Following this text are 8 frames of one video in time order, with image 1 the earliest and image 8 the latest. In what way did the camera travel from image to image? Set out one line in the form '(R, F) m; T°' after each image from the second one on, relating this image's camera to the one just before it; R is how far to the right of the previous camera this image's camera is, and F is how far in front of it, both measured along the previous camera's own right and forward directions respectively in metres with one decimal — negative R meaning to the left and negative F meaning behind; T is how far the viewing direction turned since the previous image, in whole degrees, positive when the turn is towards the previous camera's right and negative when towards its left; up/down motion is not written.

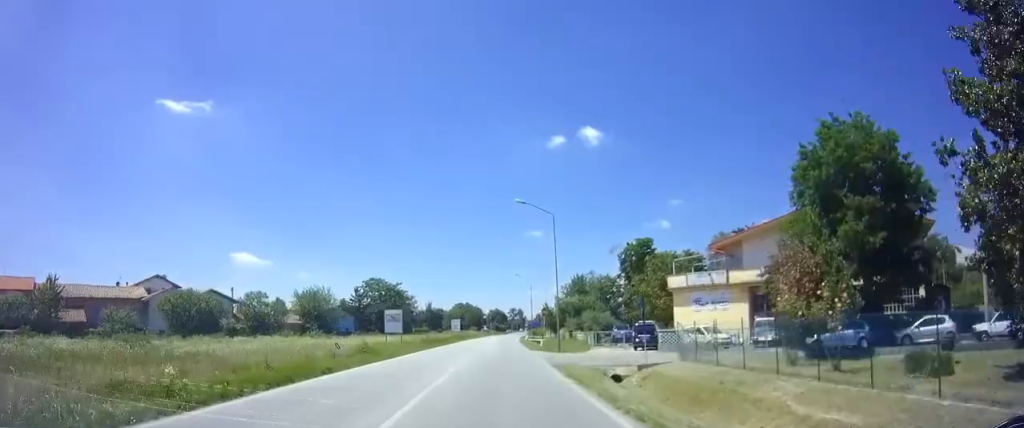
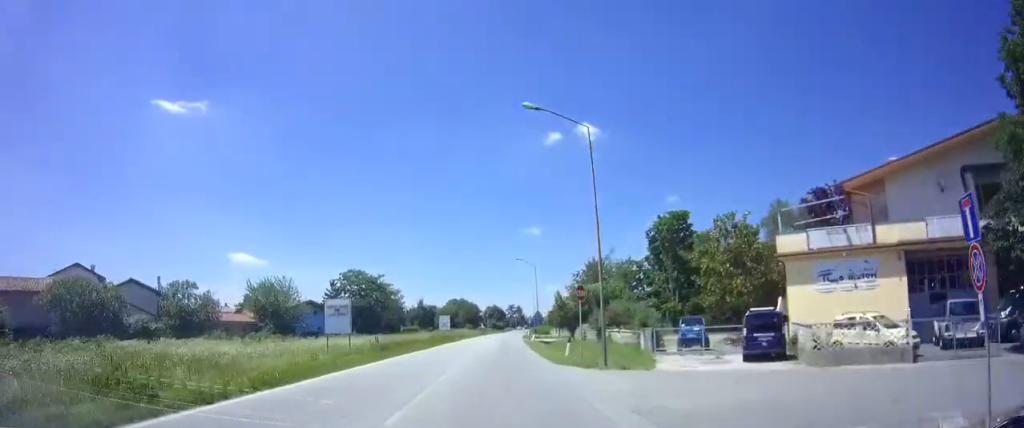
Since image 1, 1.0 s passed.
(+0.1, +16.8) m; 0°
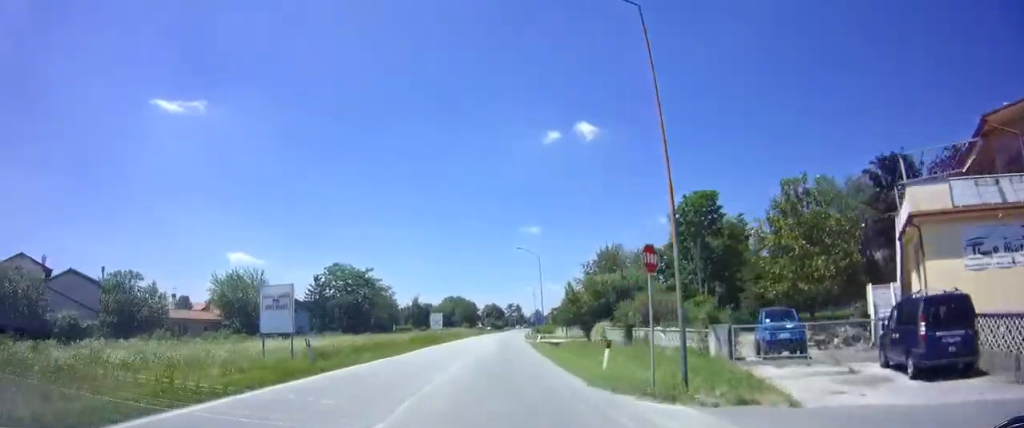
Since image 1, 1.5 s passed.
(0.0, +8.4) m; 0°
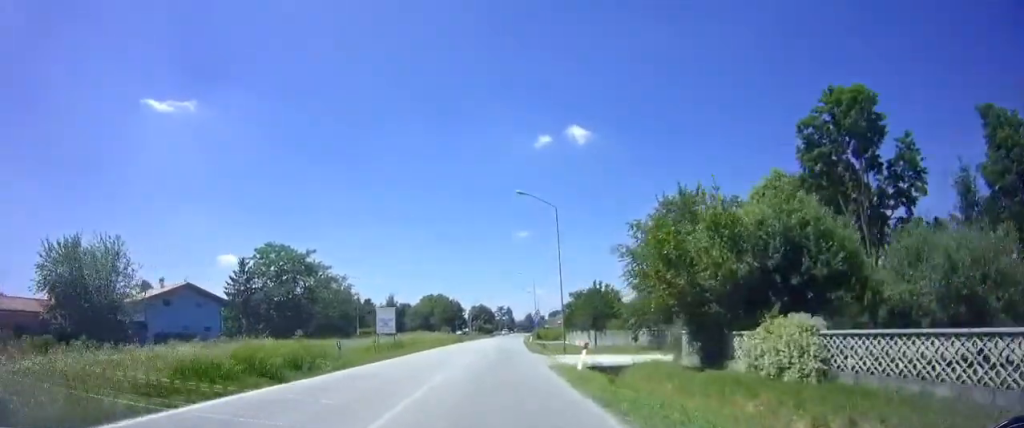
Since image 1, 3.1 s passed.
(0.0, +26.2) m; +1°
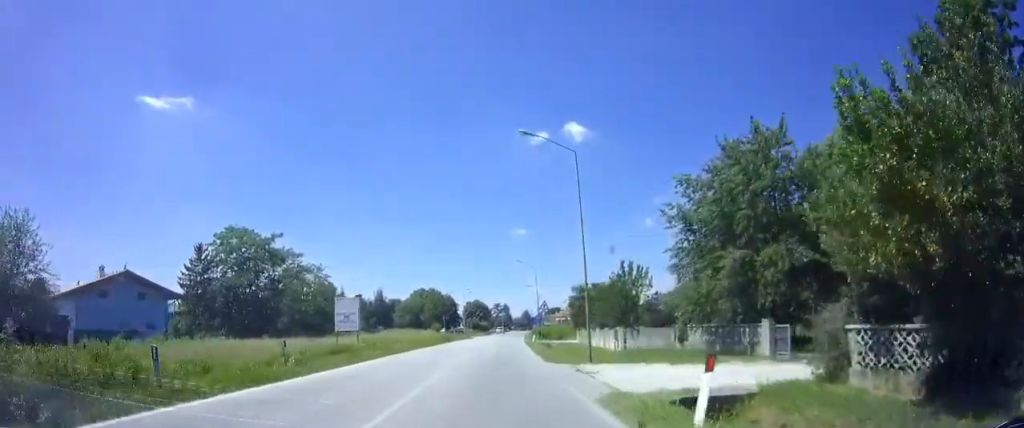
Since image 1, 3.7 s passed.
(+0.1, +10.6) m; +1°
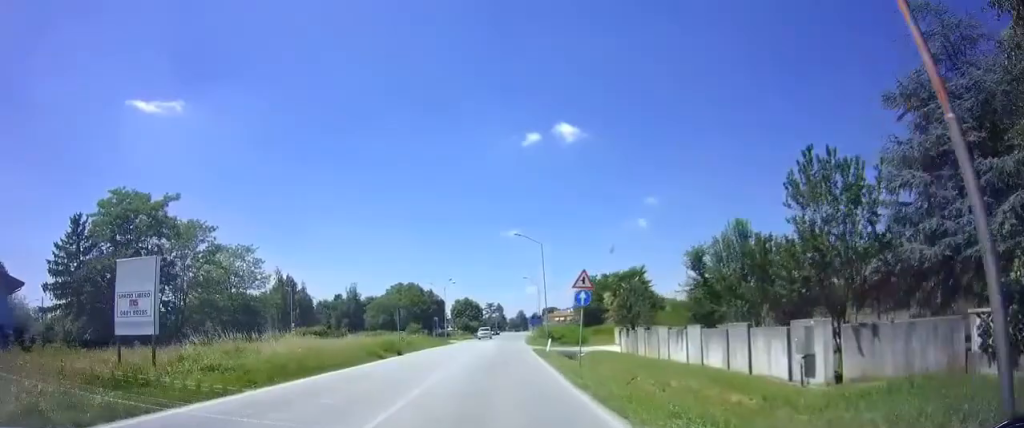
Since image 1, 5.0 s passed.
(+0.1, +21.5) m; 0°
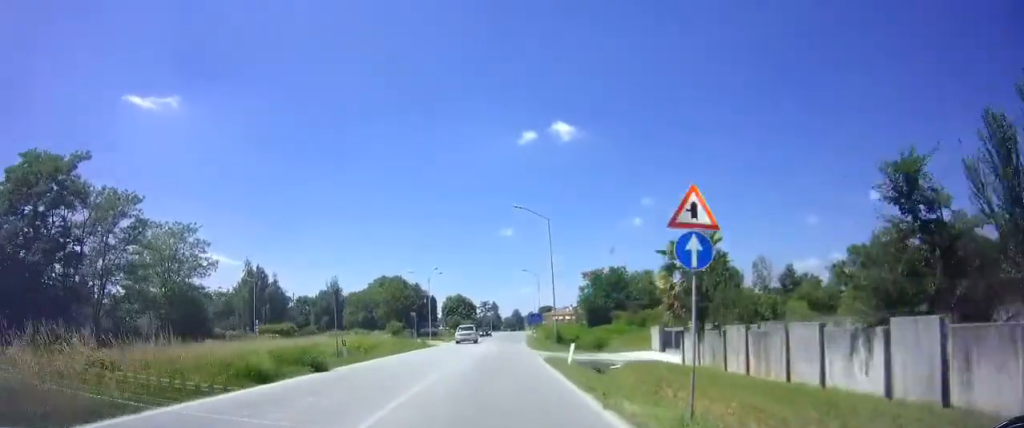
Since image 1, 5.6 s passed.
(-0.1, +10.4) m; +1°
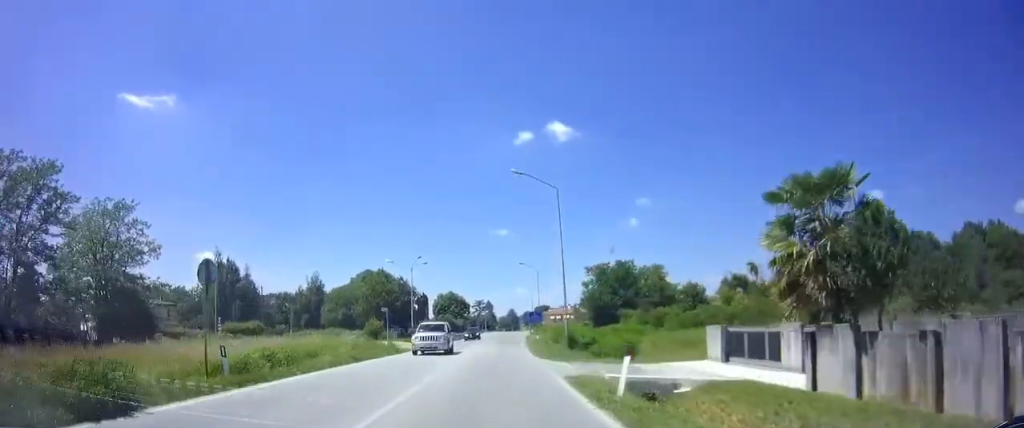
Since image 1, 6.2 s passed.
(+0.2, +8.8) m; +1°
